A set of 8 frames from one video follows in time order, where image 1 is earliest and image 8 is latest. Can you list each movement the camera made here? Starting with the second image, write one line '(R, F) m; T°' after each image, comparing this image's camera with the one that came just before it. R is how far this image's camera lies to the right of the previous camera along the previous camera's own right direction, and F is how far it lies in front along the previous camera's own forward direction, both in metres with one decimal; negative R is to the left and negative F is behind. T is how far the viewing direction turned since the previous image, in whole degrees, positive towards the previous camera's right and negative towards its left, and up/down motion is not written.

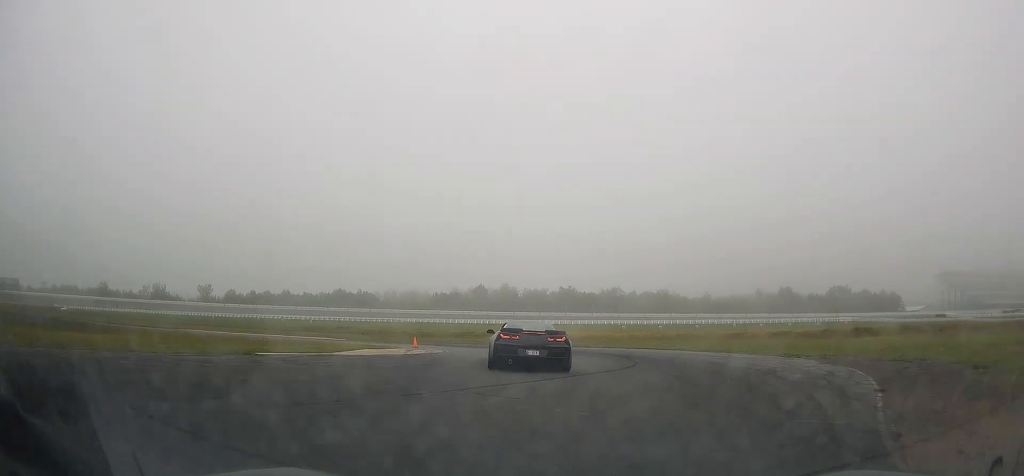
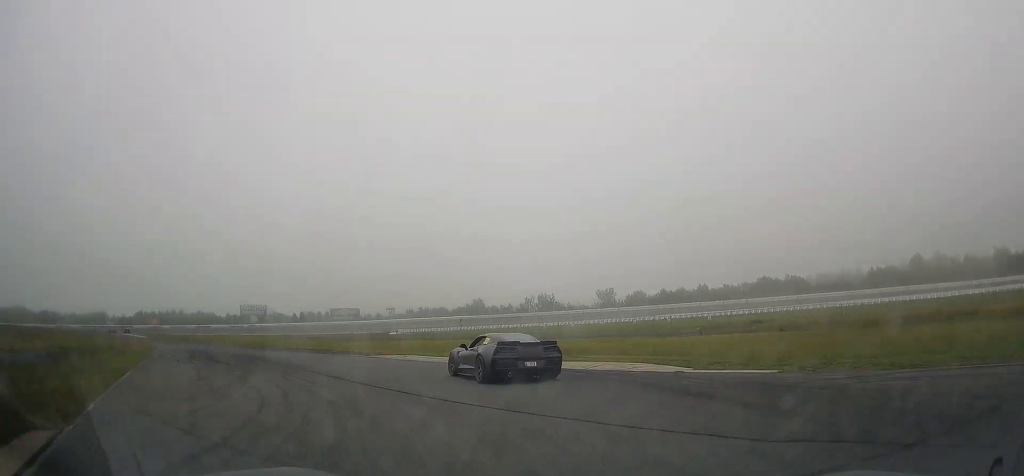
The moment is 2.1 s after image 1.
(-7.3, +31.5) m; -41°
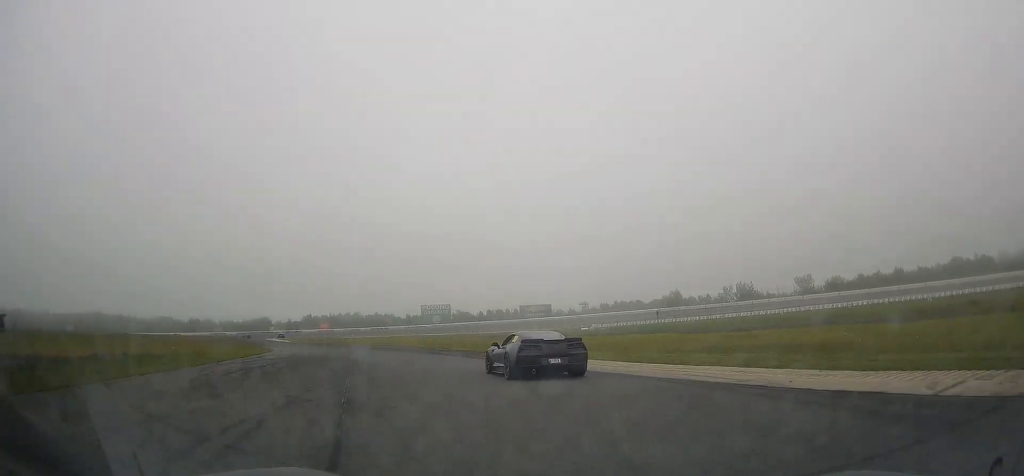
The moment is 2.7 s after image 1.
(-1.7, +10.6) m; -16°
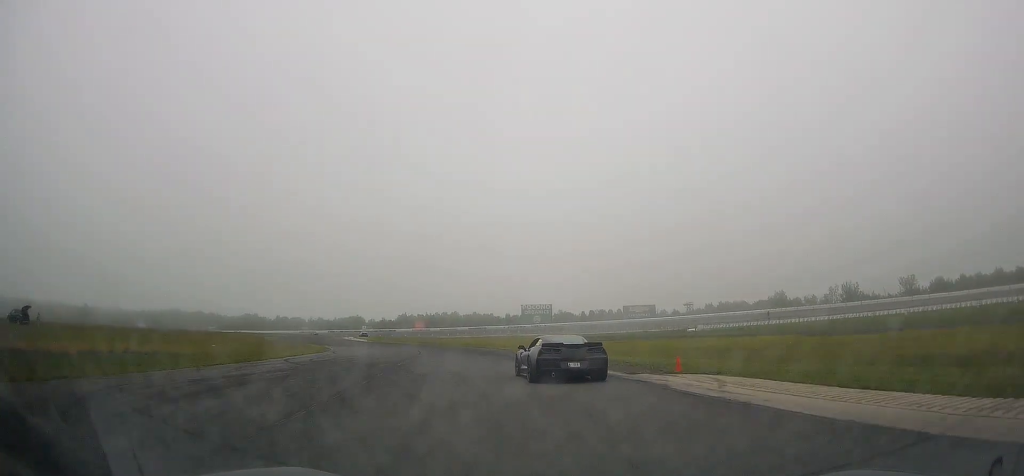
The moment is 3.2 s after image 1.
(-1.1, +8.6) m; -8°
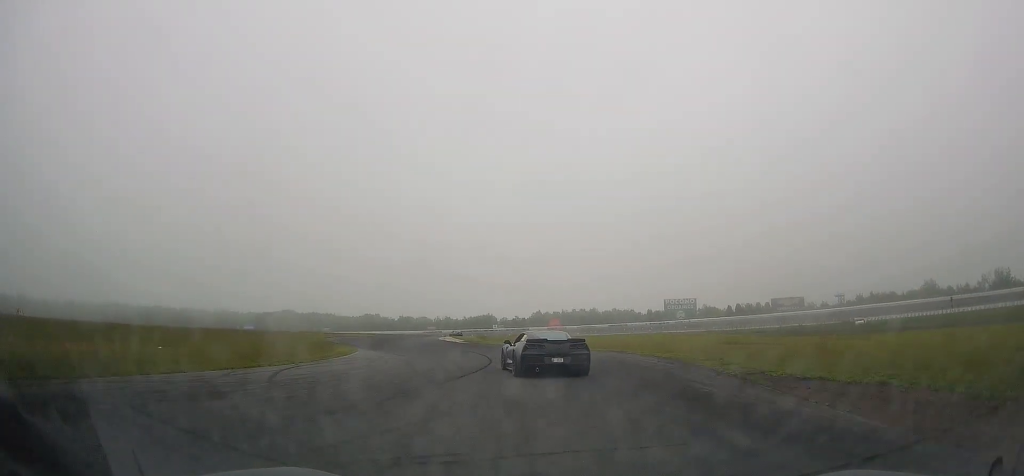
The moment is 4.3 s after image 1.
(-3.3, +22.5) m; -15°
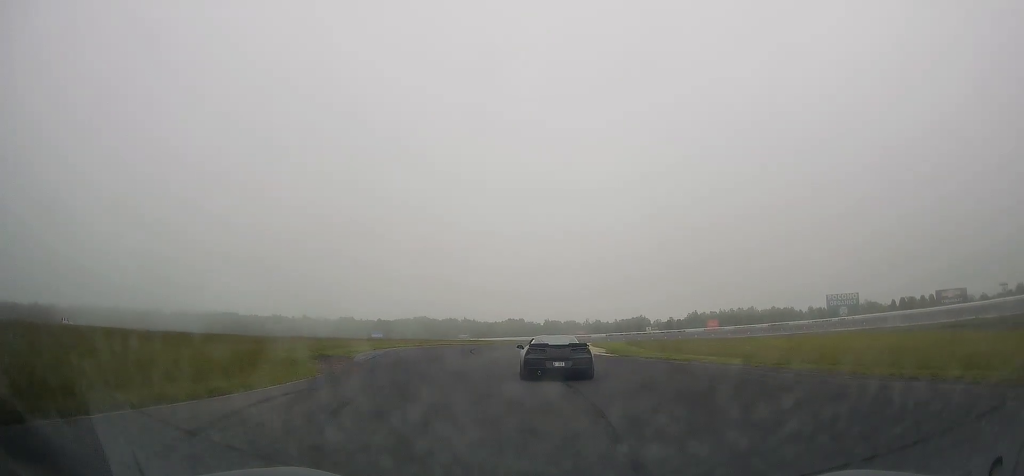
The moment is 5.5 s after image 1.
(-3.2, +26.2) m; -11°
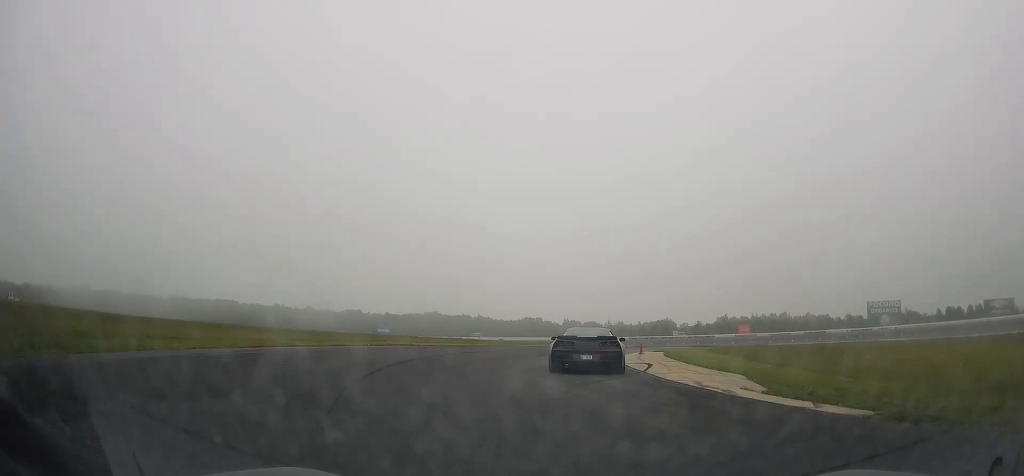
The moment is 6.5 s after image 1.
(-1.3, +24.0) m; 0°
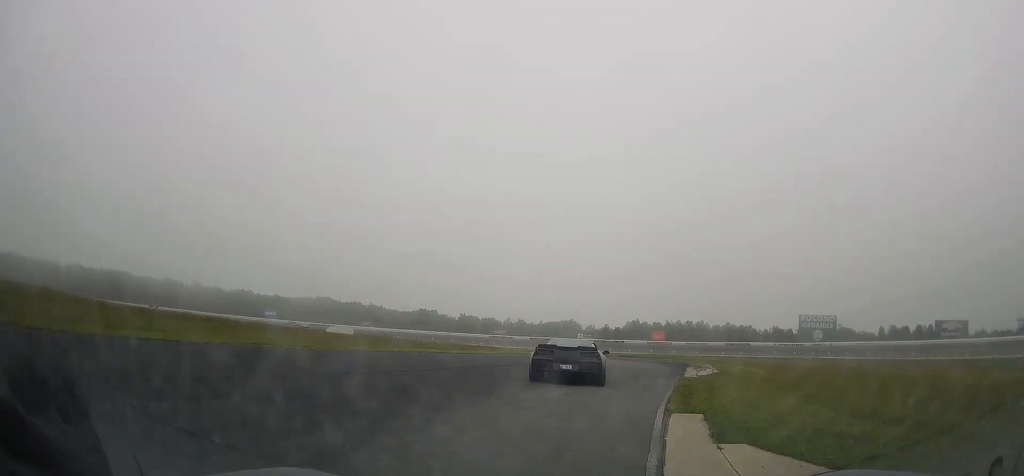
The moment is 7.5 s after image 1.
(+1.5, +24.9) m; +8°
